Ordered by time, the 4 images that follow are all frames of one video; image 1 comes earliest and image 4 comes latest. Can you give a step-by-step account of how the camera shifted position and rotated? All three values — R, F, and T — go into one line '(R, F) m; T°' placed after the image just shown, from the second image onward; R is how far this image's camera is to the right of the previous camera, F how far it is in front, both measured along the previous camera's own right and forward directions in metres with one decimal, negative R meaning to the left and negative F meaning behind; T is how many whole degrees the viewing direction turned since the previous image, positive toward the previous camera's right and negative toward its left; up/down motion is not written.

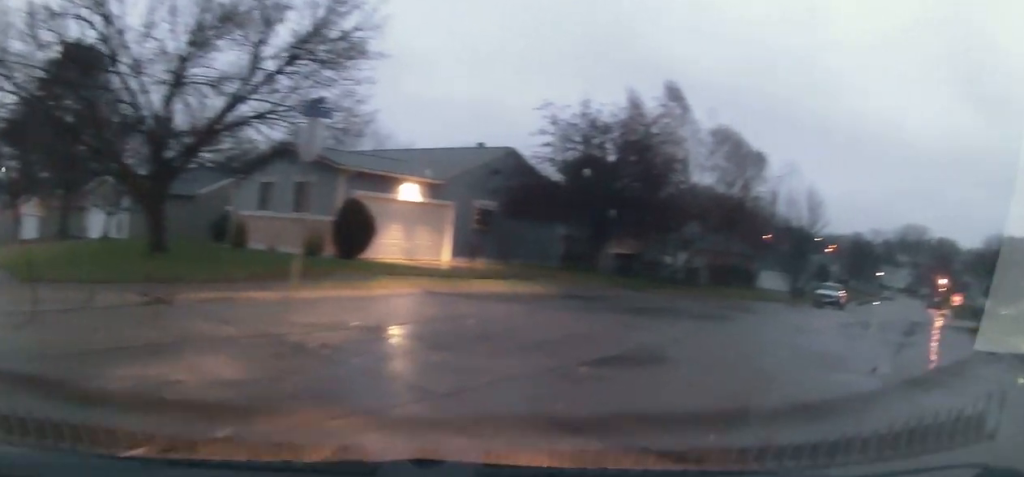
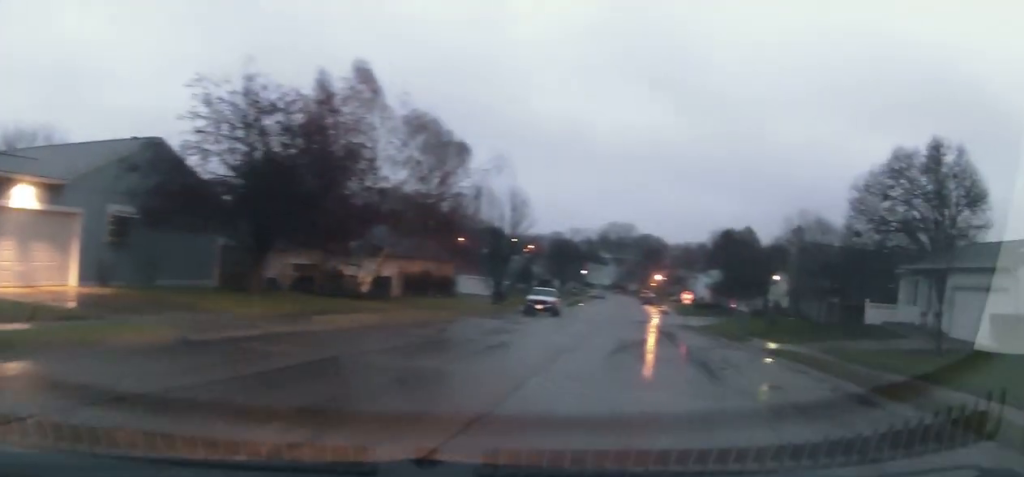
(+1.3, +5.2) m; +28°
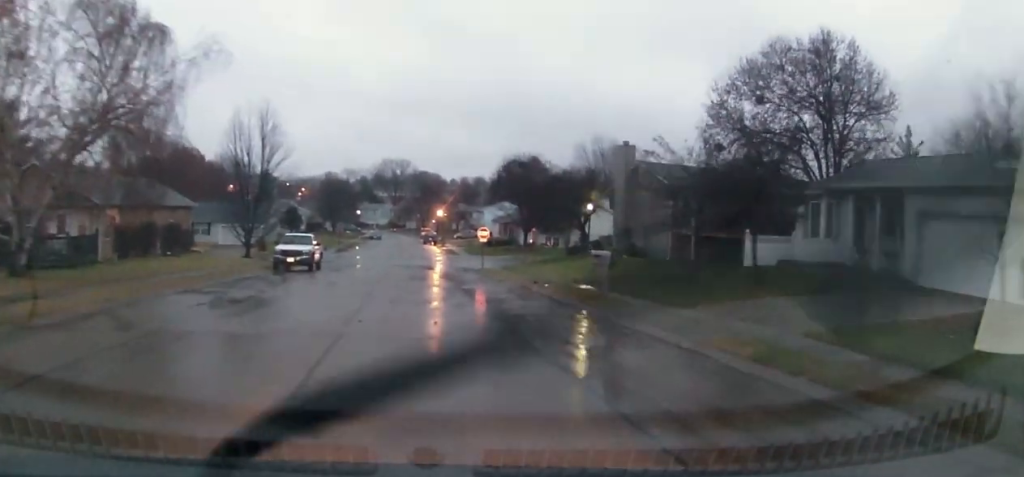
(+3.0, +10.4) m; +23°
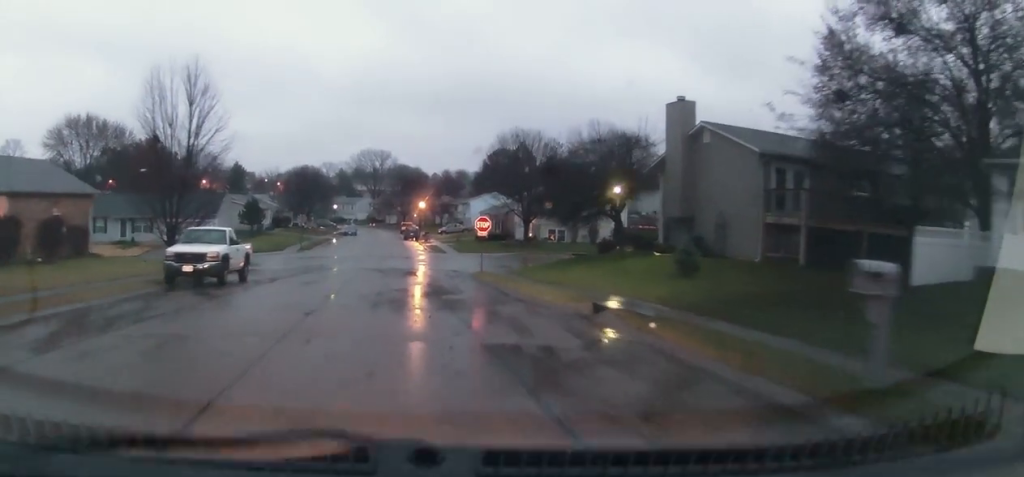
(+0.4, +10.7) m; +9°
